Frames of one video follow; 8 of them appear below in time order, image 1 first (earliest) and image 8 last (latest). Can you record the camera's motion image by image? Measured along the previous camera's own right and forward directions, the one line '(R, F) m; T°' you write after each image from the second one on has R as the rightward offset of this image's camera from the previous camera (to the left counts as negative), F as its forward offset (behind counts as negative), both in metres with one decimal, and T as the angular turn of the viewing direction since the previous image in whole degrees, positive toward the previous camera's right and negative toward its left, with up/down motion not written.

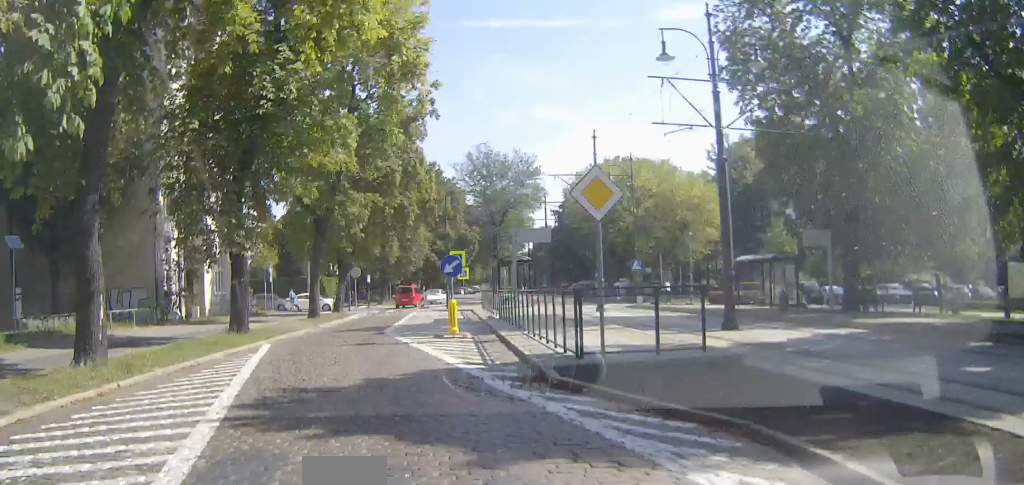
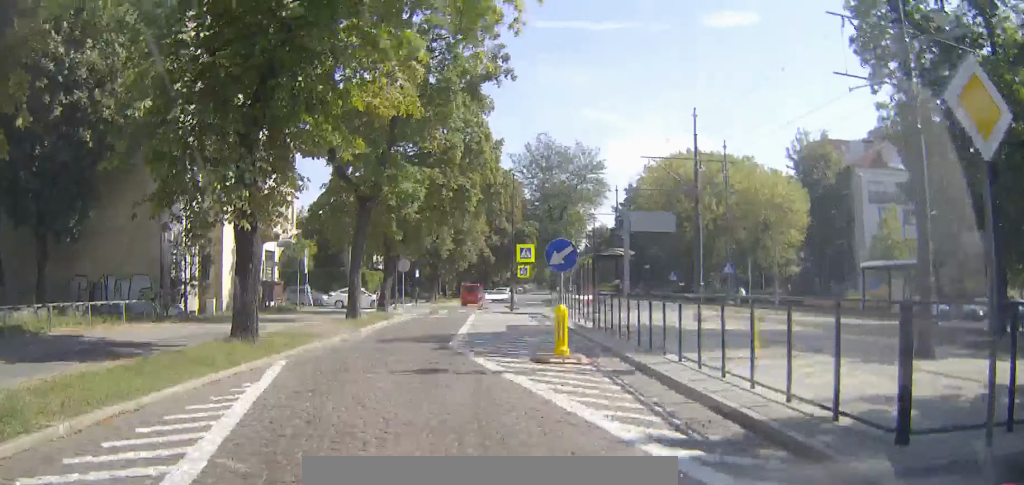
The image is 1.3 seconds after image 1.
(0.0, +6.4) m; 0°
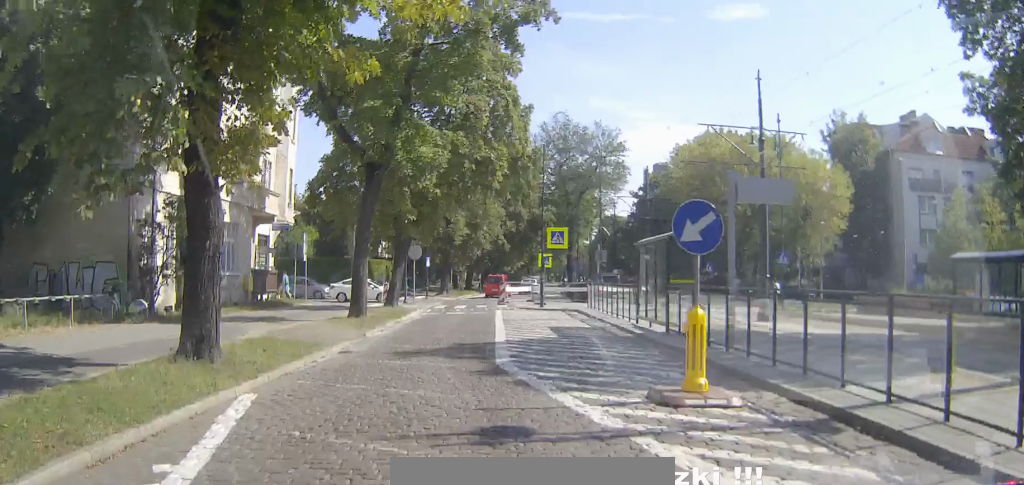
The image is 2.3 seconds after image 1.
(0.0, +5.0) m; 0°
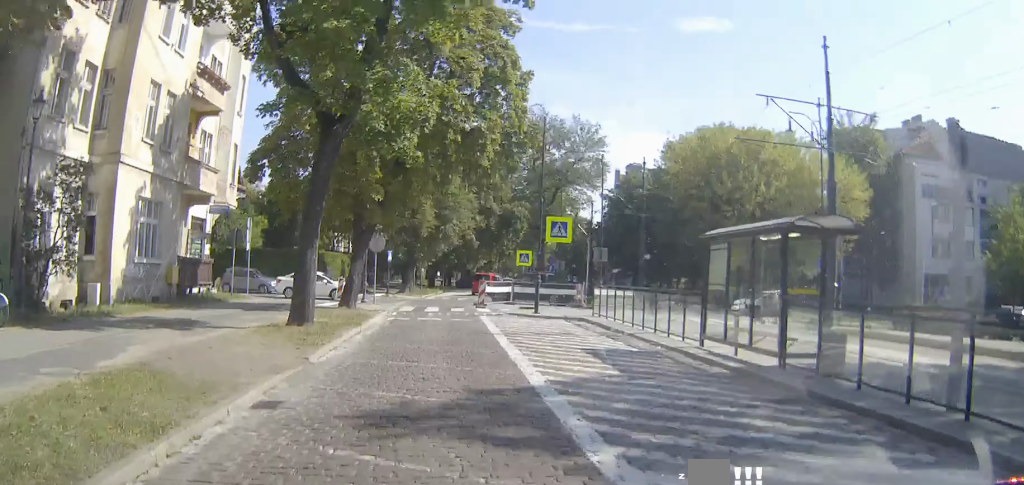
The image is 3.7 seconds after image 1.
(0.0, +6.9) m; 0°
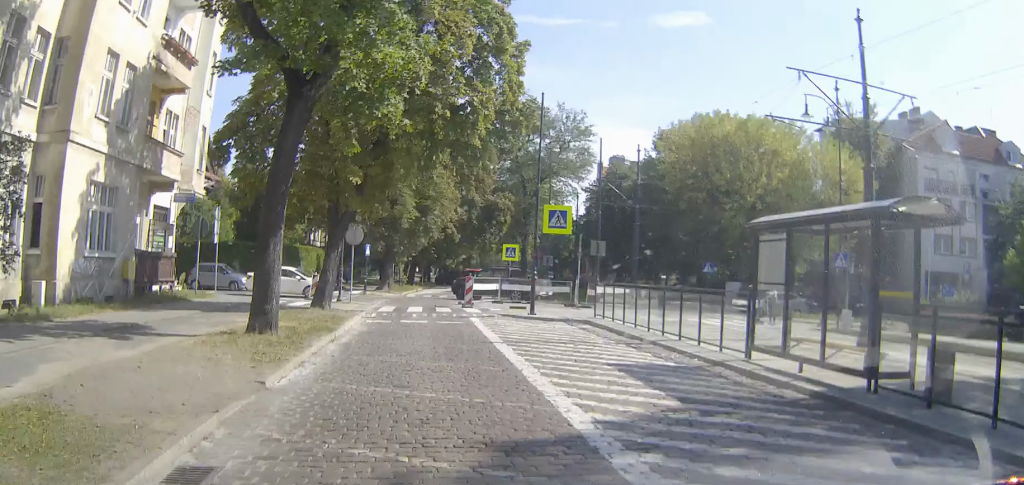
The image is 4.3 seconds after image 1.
(0.0, +3.0) m; 0°
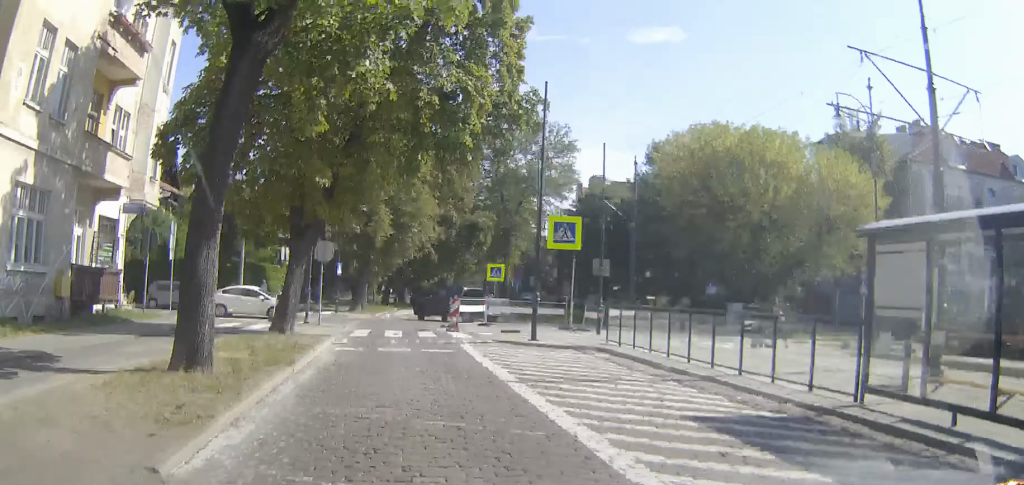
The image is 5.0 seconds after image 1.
(0.0, +4.2) m; 0°
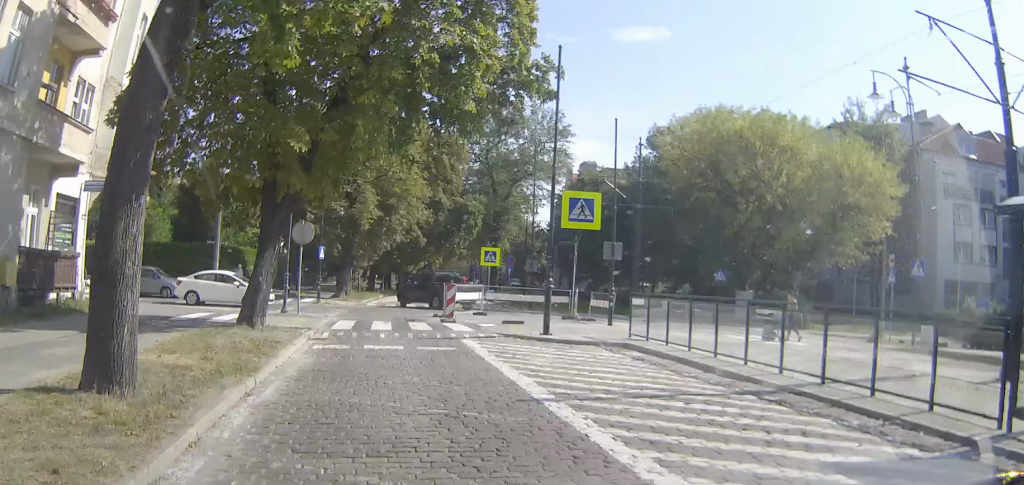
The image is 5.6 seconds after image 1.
(0.0, +3.2) m; 0°
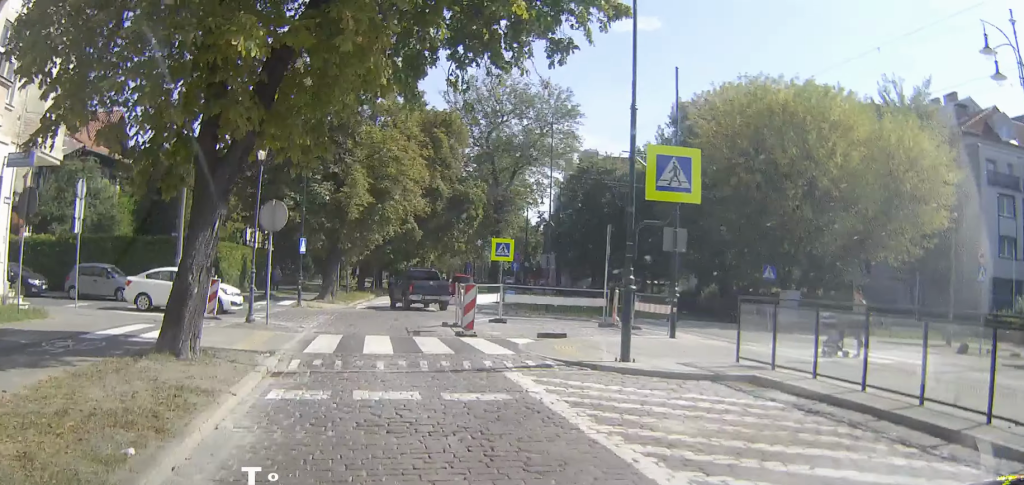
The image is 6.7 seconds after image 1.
(0.0, +6.3) m; 0°
